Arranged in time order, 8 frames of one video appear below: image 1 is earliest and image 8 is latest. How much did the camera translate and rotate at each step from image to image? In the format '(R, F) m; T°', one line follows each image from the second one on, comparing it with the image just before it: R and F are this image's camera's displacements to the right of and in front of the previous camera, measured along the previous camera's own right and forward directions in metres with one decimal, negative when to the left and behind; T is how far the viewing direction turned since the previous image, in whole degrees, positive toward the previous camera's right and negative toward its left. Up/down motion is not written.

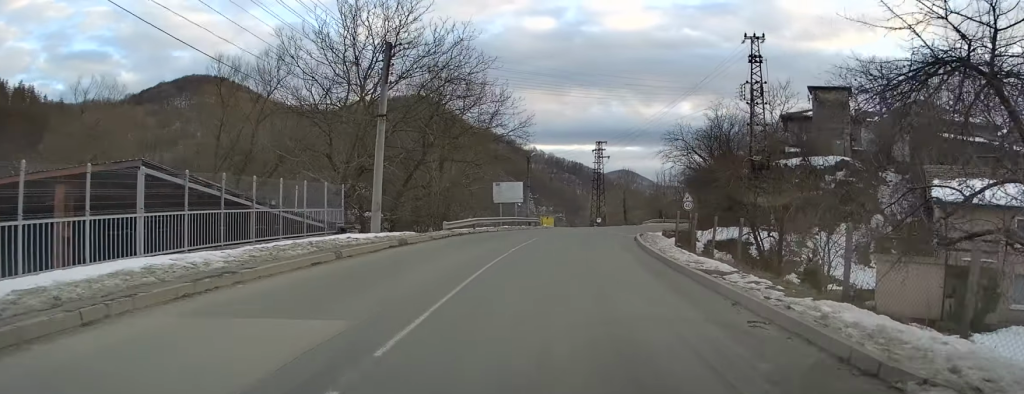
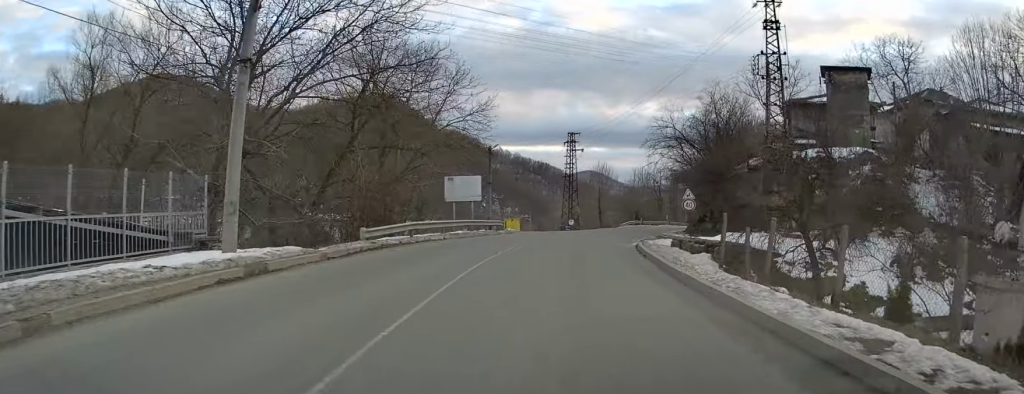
(+0.1, +9.4) m; +2°
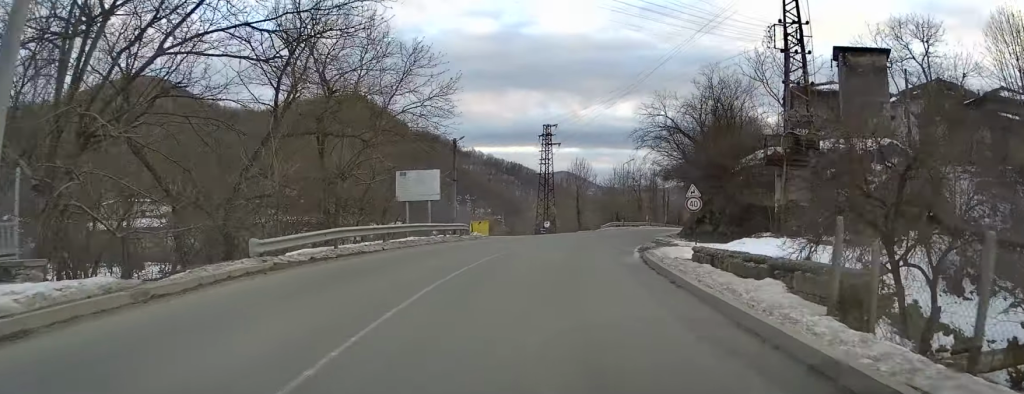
(-0.1, +6.7) m; +2°
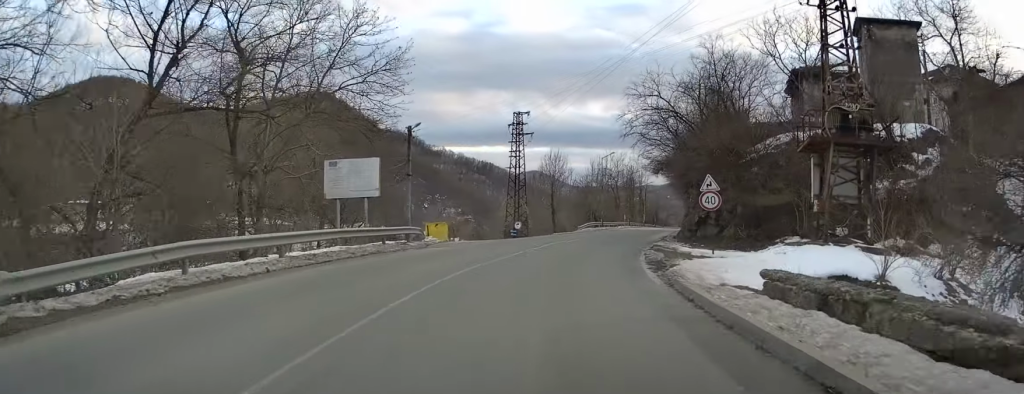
(+0.3, +7.1) m; +3°
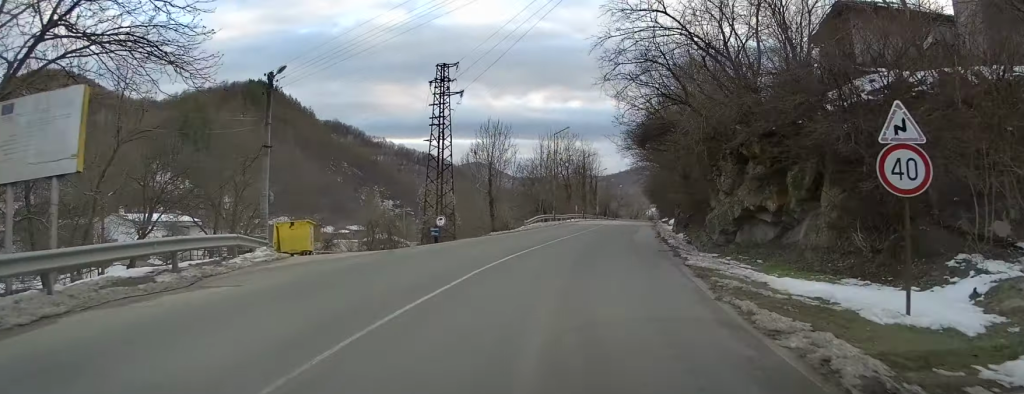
(+0.8, +14.6) m; +6°
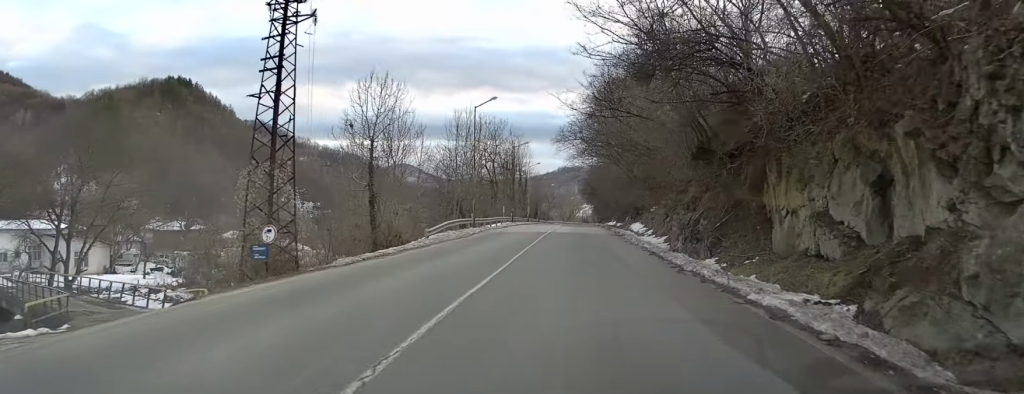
(+0.8, +15.4) m; +4°
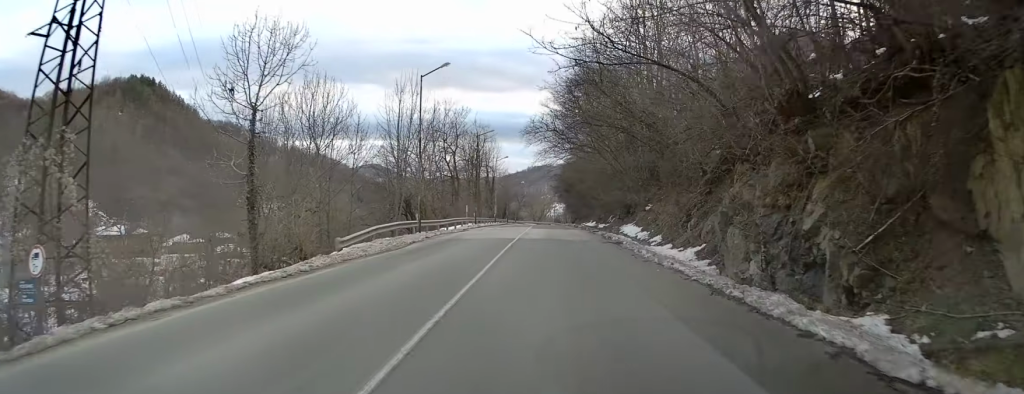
(+0.2, +9.3) m; +1°
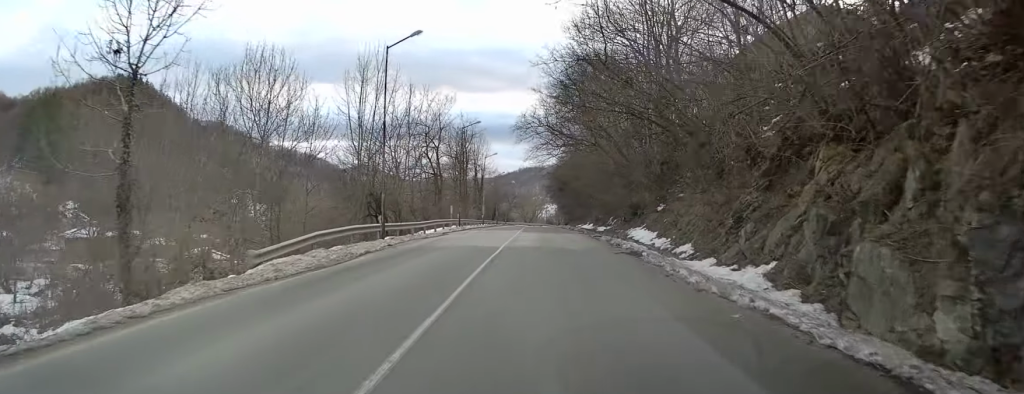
(0.0, +5.8) m; +1°
